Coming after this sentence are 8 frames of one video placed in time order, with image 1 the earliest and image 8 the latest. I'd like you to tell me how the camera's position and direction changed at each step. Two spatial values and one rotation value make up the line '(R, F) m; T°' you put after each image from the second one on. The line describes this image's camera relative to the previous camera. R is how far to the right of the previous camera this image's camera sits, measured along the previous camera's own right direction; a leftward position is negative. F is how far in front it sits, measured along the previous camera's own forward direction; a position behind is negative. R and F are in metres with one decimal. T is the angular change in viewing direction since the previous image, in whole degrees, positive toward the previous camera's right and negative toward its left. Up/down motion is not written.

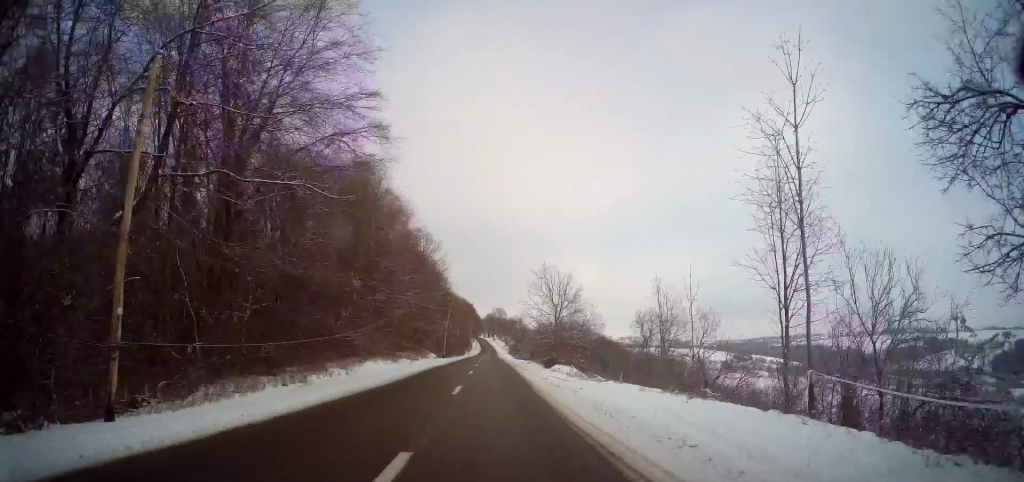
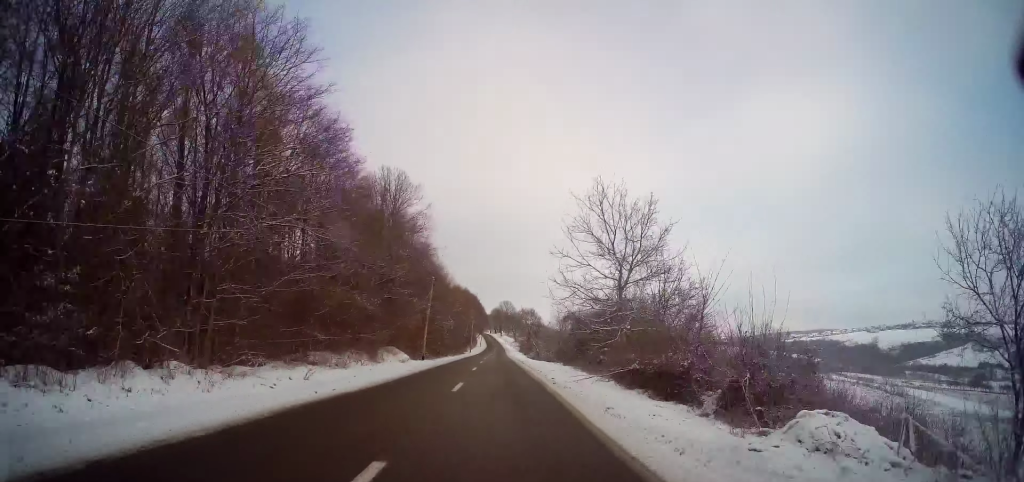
(-0.3, +23.9) m; -1°
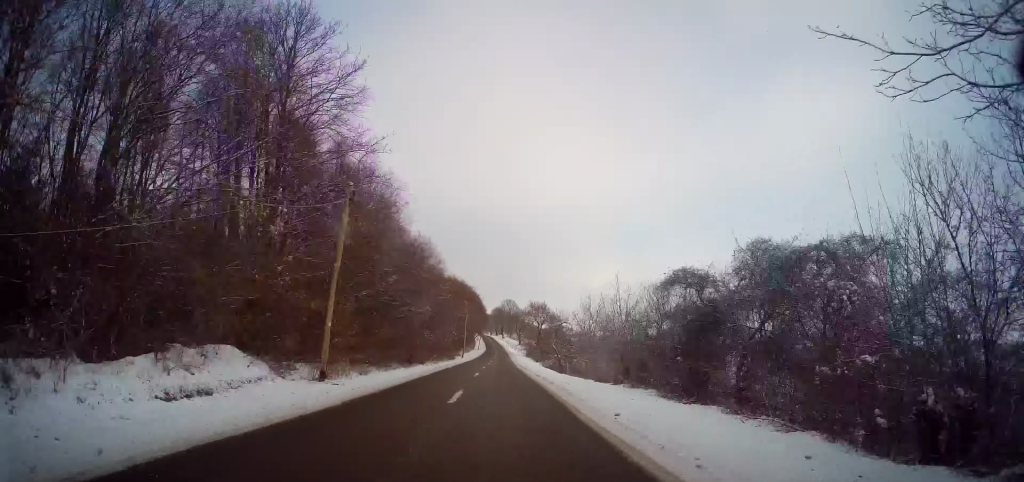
(-0.2, +25.7) m; 0°
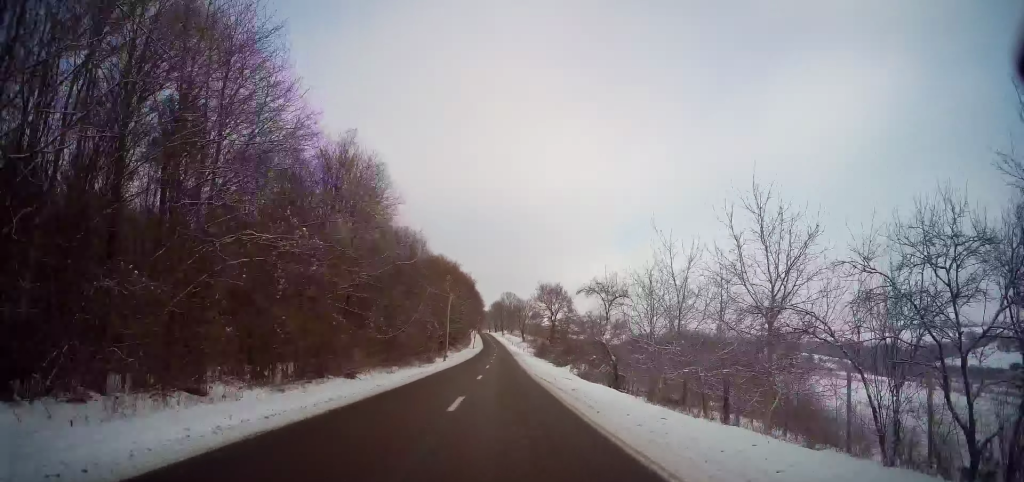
(0.0, +25.8) m; 0°
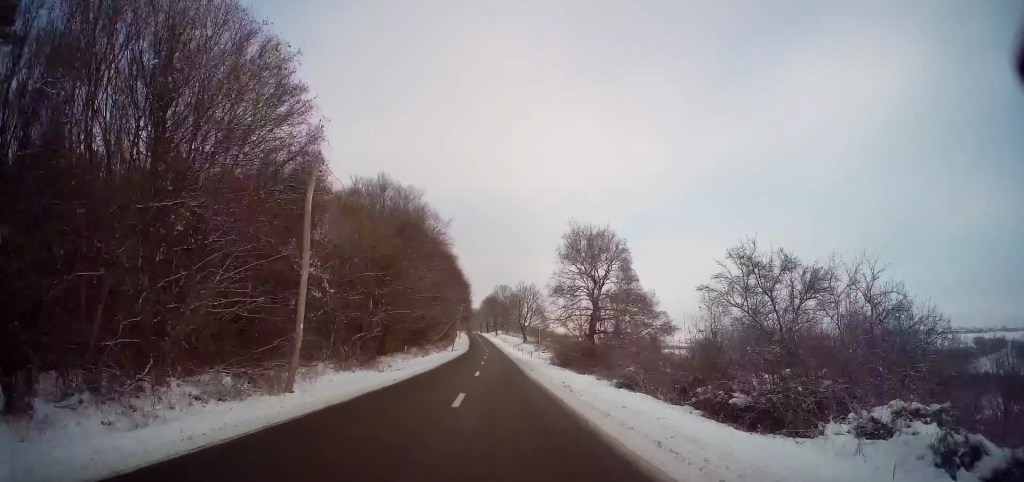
(+0.4, +36.5) m; +1°
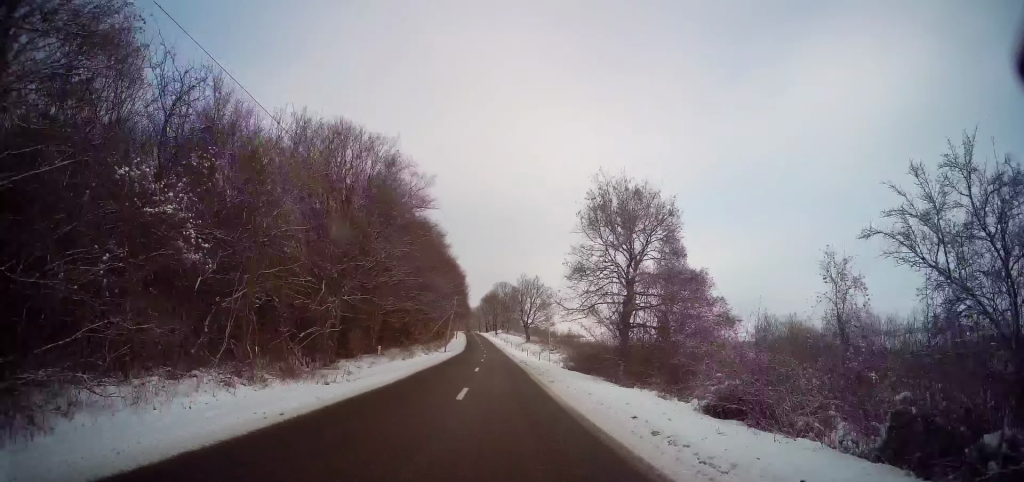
(+0.1, +10.6) m; 0°
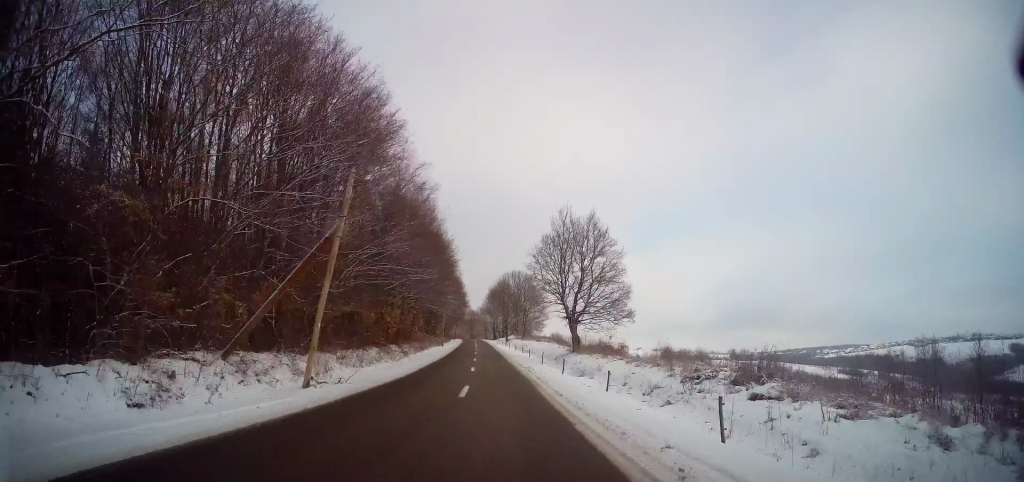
(-0.5, +47.4) m; -1°
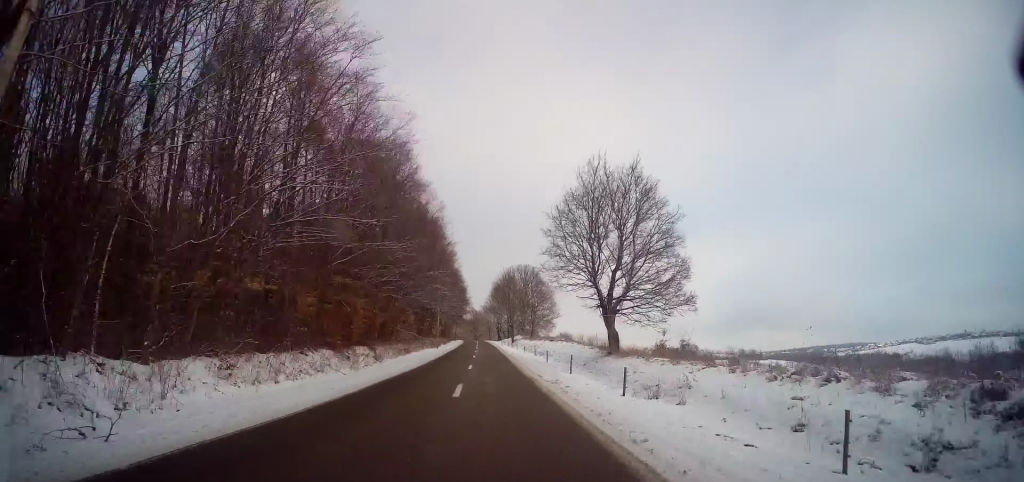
(0.0, +12.3) m; 0°
